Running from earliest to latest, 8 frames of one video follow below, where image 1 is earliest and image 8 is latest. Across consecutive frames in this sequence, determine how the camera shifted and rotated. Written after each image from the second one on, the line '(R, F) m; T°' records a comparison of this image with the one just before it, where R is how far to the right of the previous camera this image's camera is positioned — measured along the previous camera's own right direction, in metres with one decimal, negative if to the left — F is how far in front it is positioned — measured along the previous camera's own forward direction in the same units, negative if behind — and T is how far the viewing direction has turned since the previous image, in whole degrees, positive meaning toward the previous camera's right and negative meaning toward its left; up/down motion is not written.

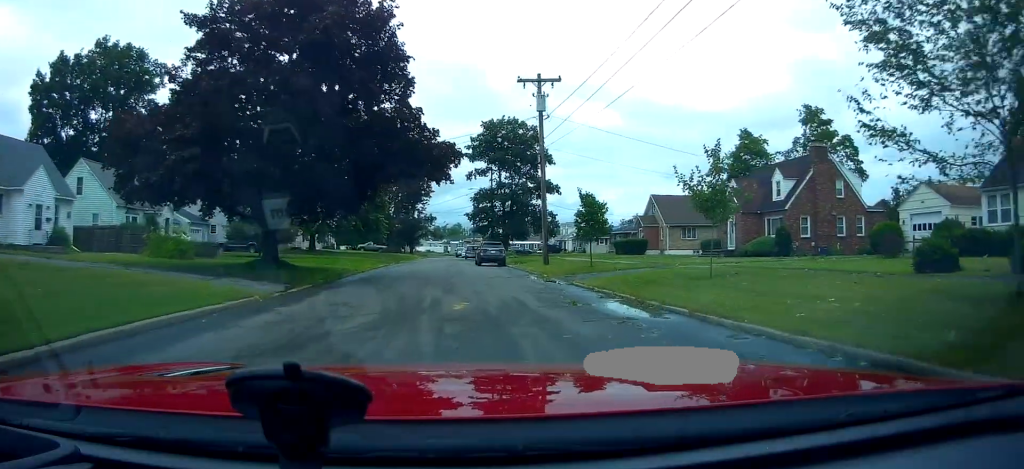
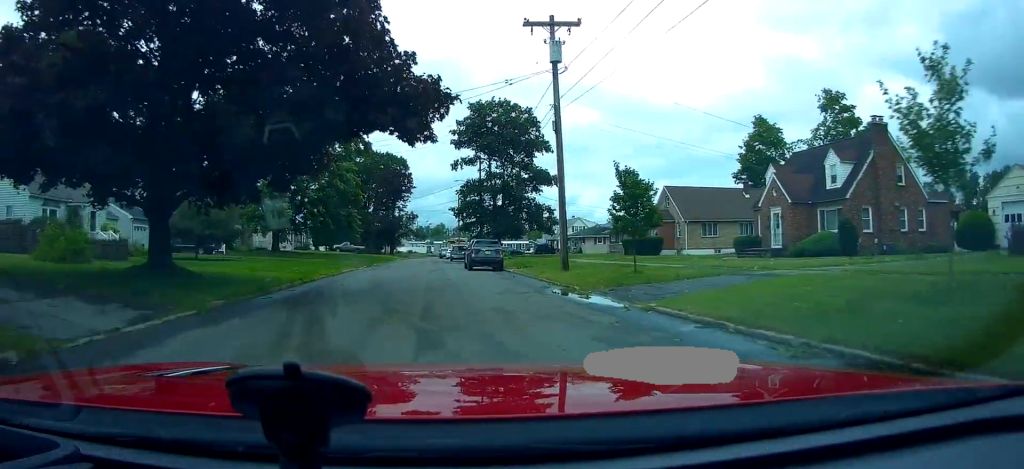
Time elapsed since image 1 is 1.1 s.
(+0.5, +8.0) m; +5°
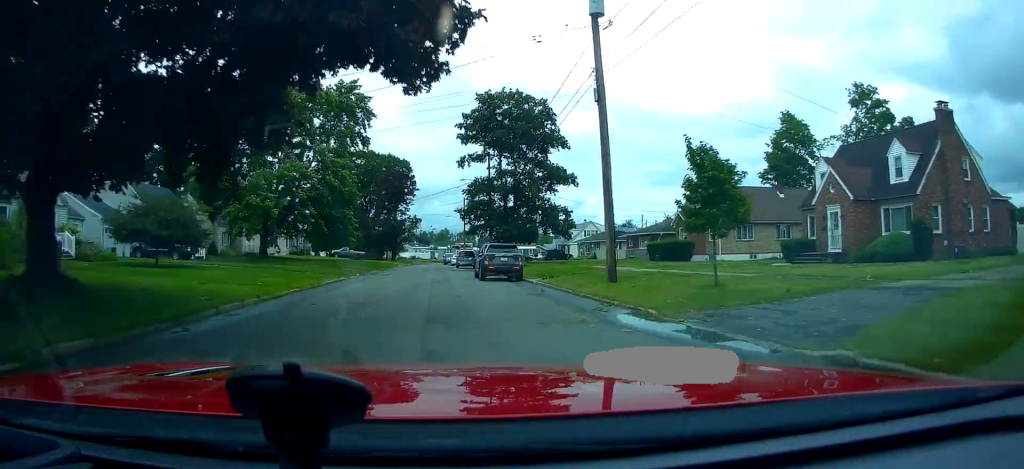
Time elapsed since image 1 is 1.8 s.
(+0.1, +5.6) m; +1°
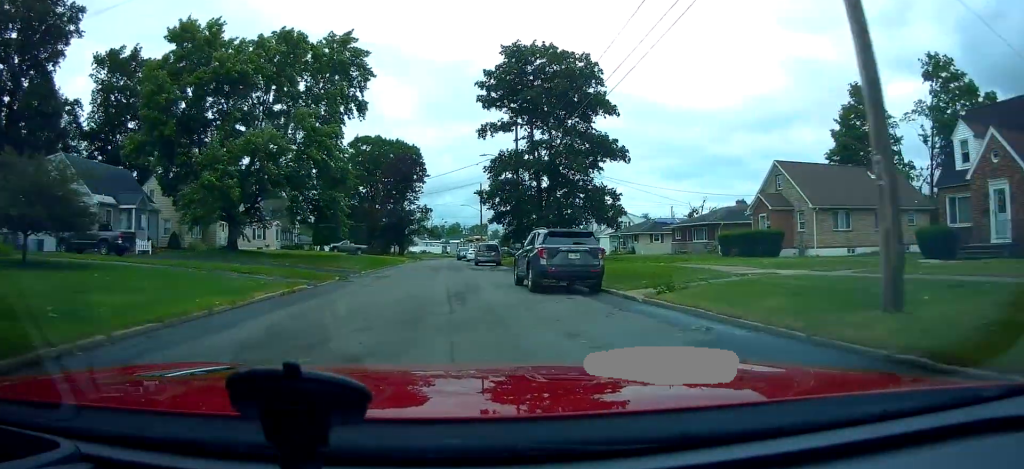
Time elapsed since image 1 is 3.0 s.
(+0.2, +11.3) m; -4°
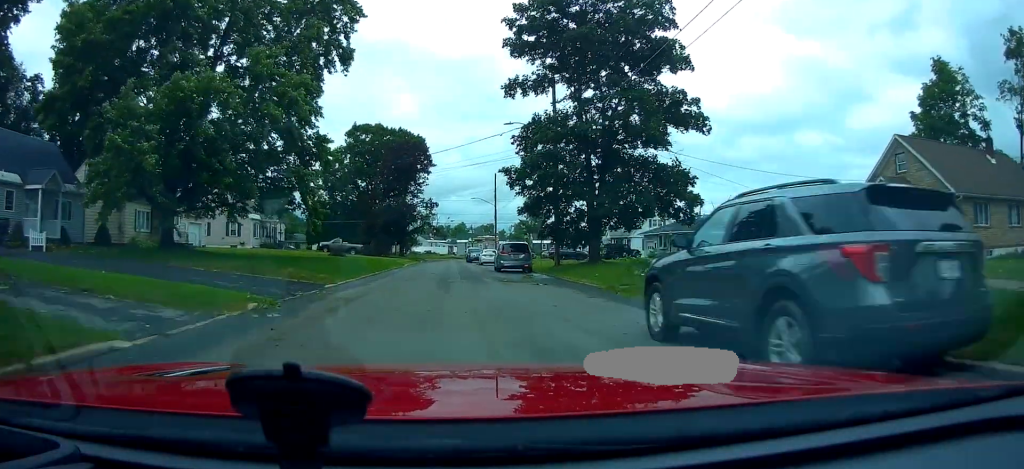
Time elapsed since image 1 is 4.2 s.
(-1.0, +11.5) m; 0°
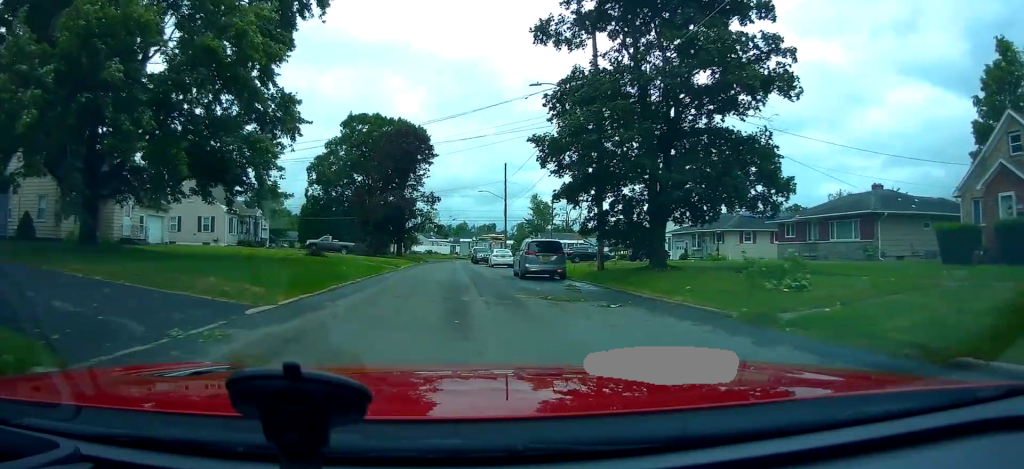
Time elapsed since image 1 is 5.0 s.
(+0.9, +8.2) m; +1°
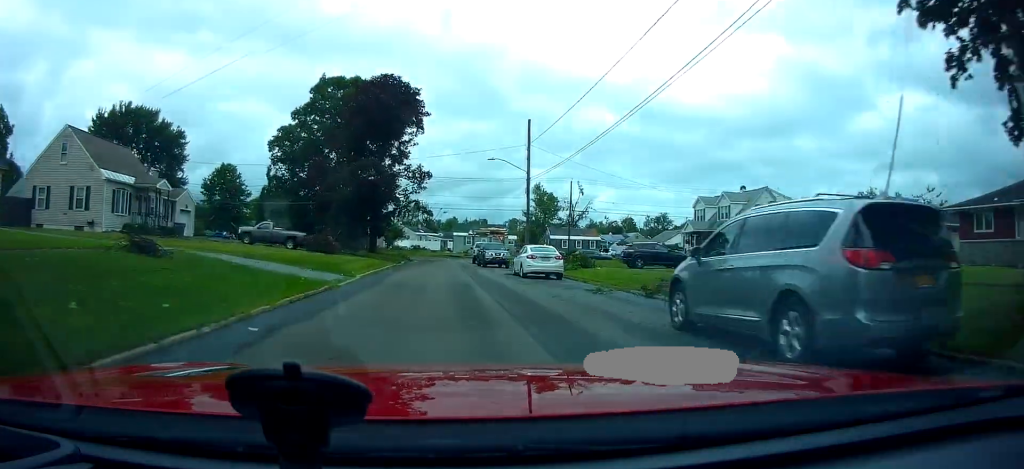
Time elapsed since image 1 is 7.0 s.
(-0.1, +20.2) m; -1°
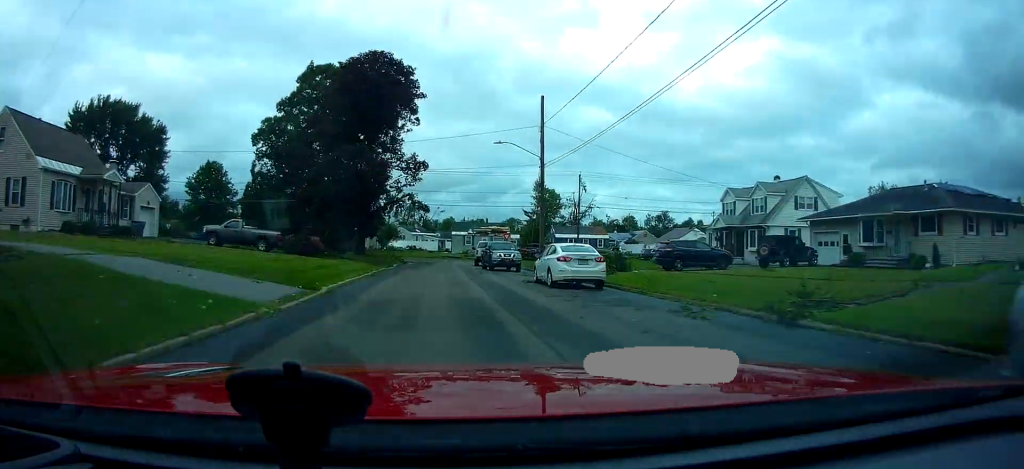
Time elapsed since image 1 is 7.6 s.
(-0.1, +6.5) m; -2°
